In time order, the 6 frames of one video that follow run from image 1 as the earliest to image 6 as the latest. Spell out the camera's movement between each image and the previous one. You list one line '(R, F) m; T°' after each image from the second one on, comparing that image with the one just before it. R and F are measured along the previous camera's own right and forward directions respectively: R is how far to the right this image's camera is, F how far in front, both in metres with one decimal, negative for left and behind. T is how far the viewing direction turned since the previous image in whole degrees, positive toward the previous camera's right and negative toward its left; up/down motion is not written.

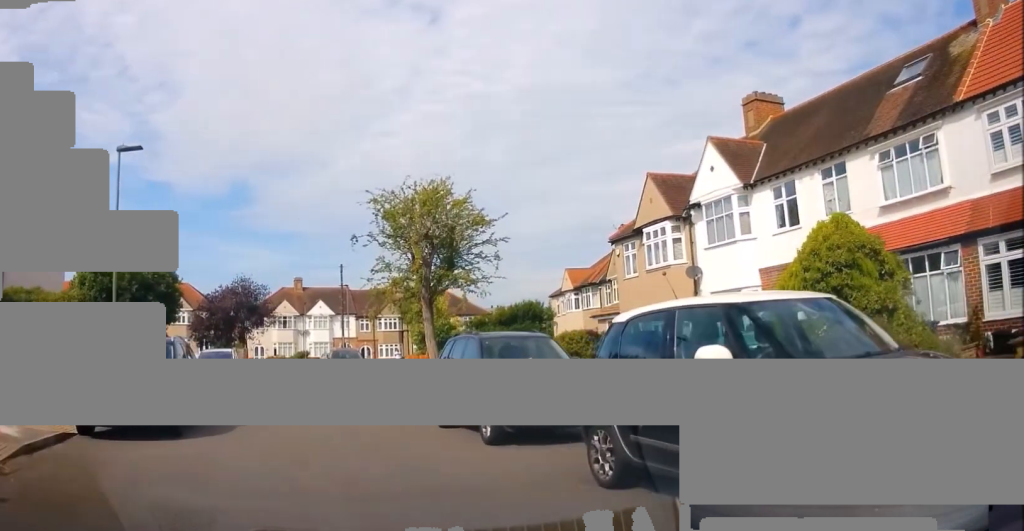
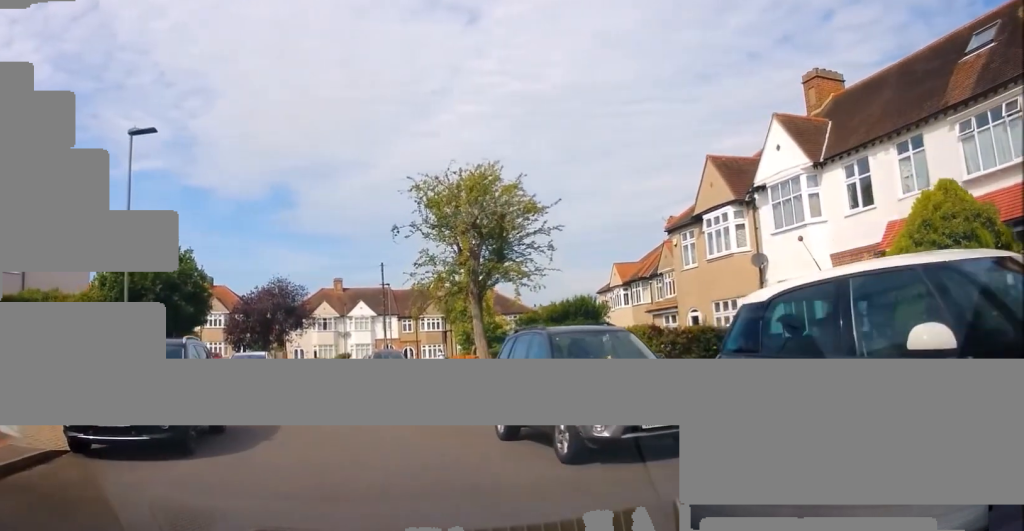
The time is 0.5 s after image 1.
(0.0, +1.8) m; -2°
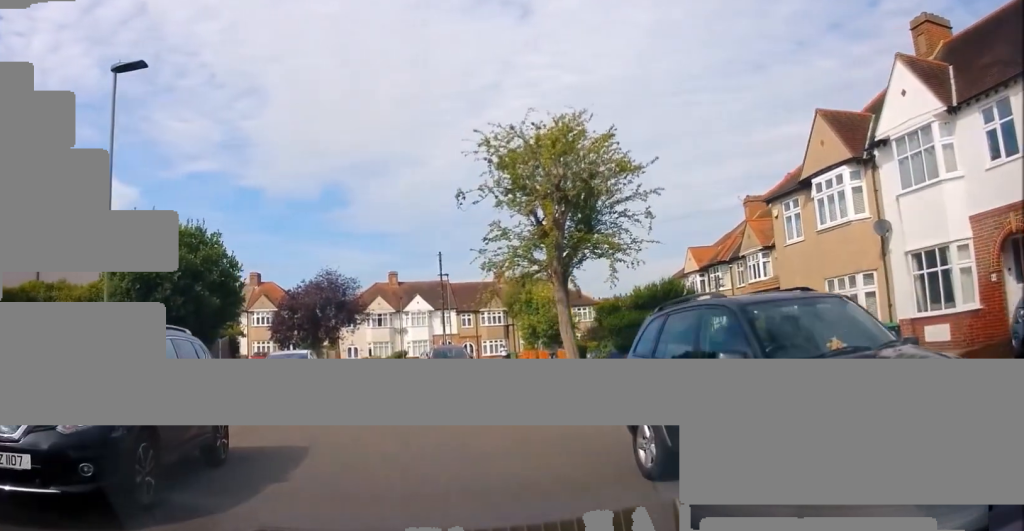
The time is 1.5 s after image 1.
(0.0, +3.6) m; -2°
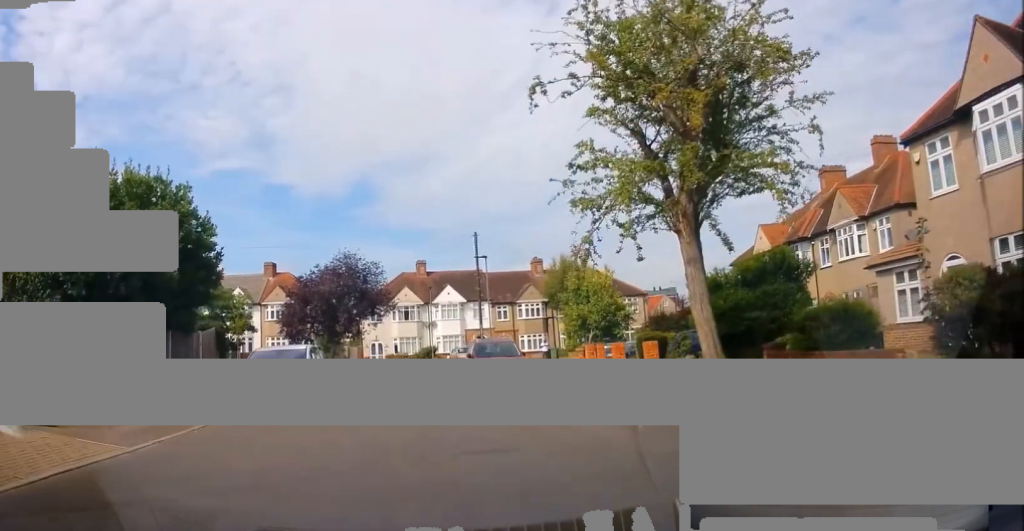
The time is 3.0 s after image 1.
(+0.2, +6.2) m; +6°
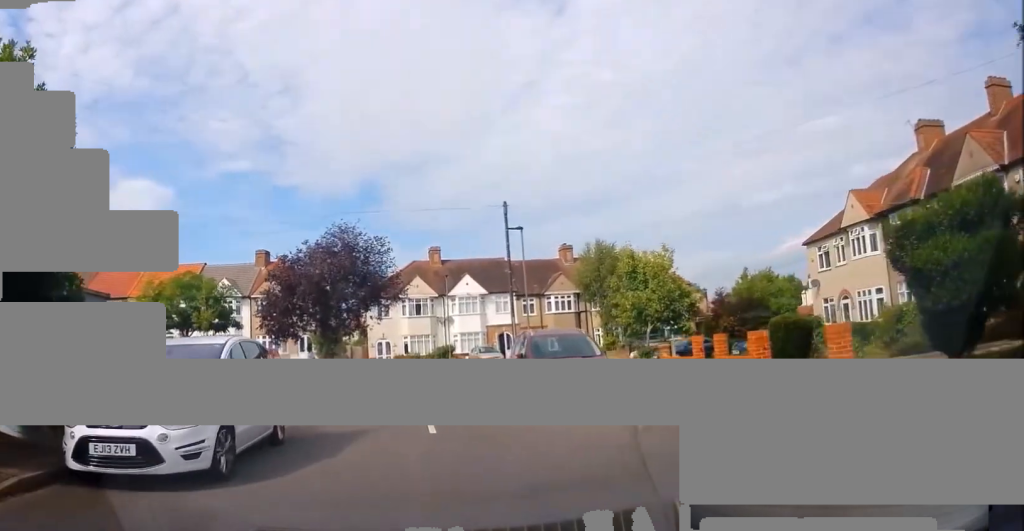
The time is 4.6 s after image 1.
(0.0, +8.0) m; -6°
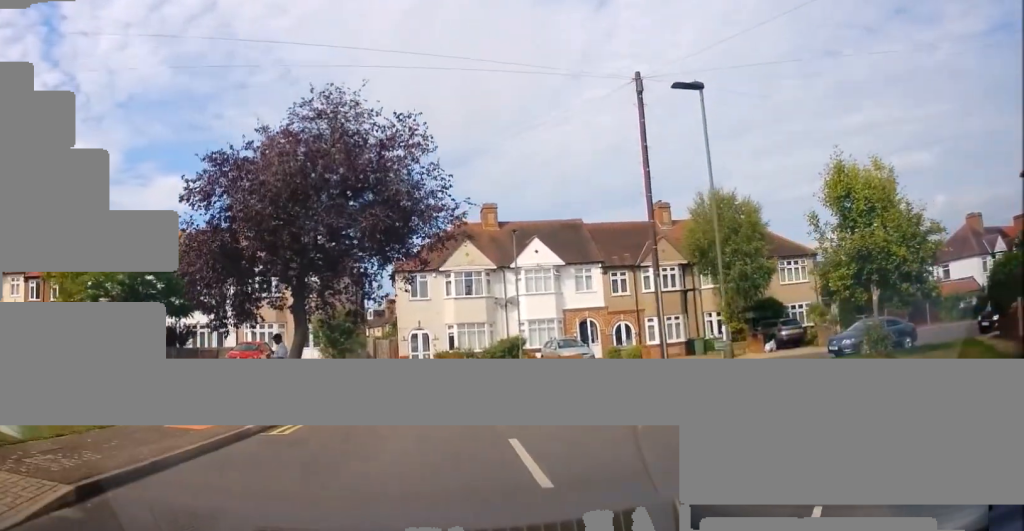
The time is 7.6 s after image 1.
(-0.9, +14.5) m; -4°
